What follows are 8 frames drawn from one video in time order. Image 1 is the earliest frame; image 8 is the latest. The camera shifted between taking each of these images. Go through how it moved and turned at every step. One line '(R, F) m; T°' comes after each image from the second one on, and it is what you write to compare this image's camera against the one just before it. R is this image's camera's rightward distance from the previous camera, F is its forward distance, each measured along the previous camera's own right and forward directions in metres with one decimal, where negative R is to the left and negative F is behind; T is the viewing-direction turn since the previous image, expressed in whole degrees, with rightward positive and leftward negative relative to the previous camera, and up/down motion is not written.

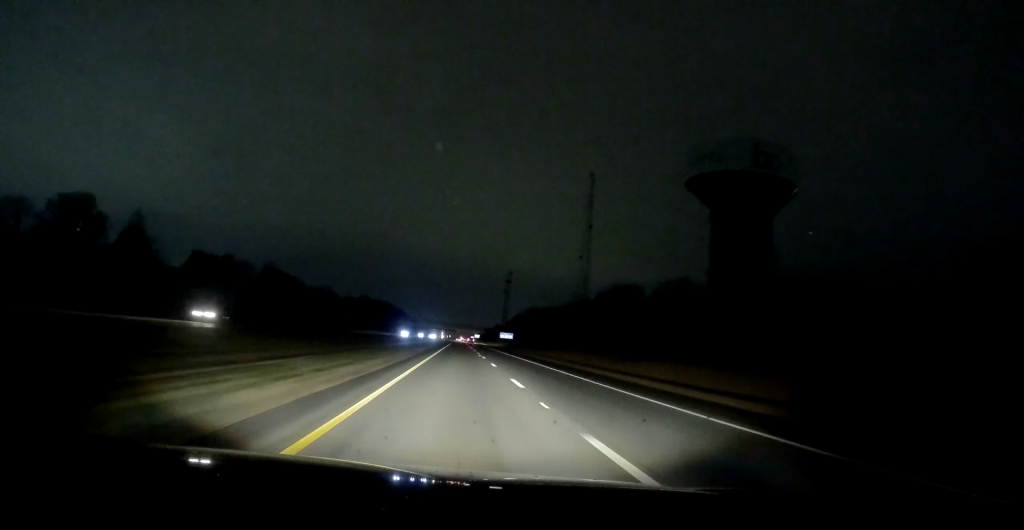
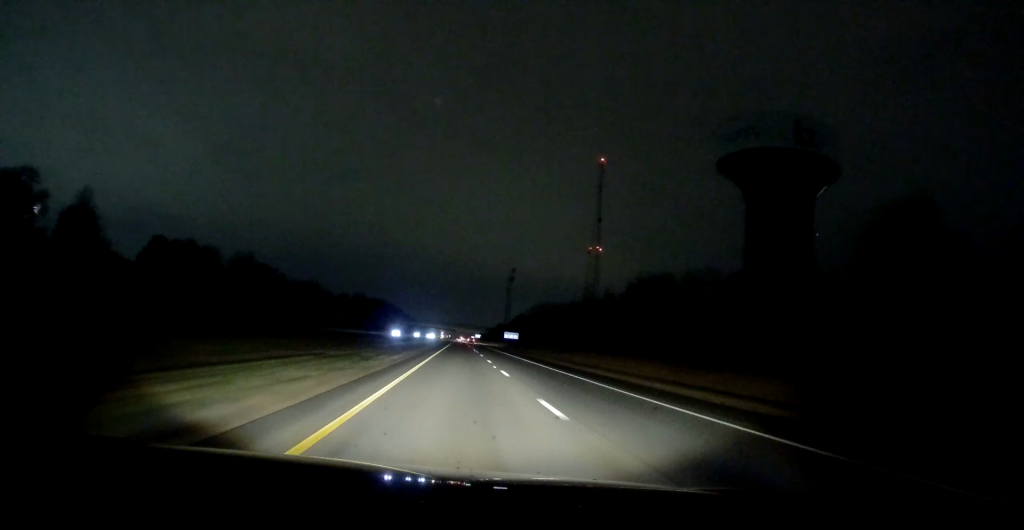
(0.0, +18.9) m; 0°
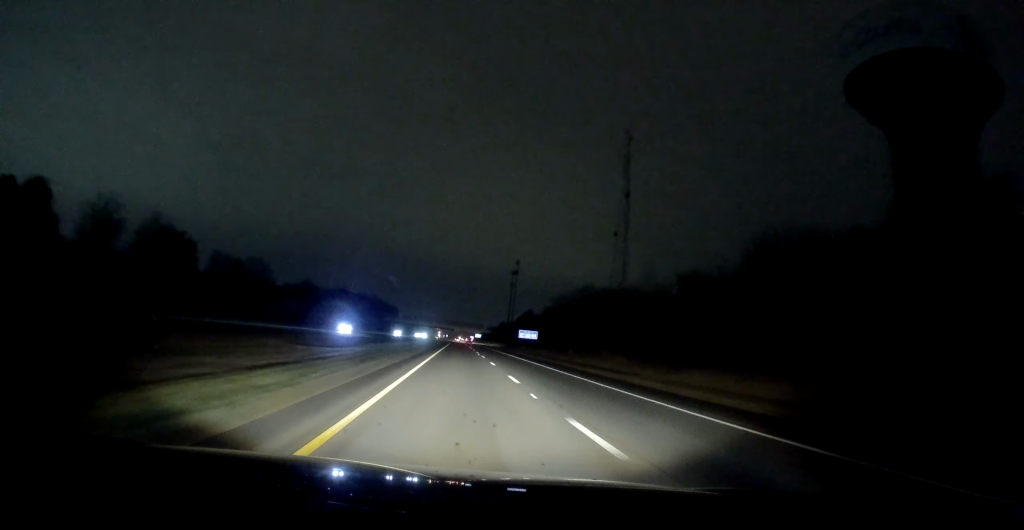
(0.0, +51.3) m; 0°
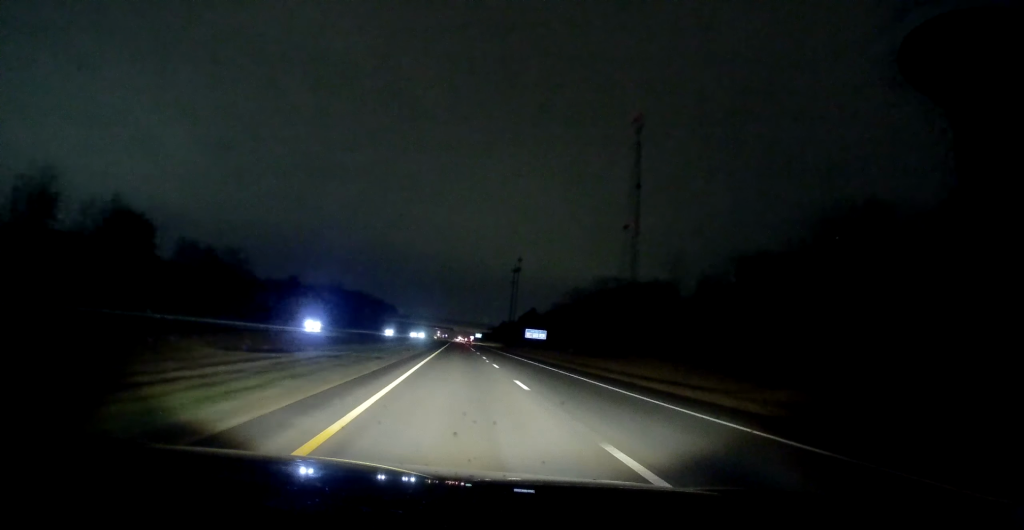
(0.0, +14.6) m; 0°
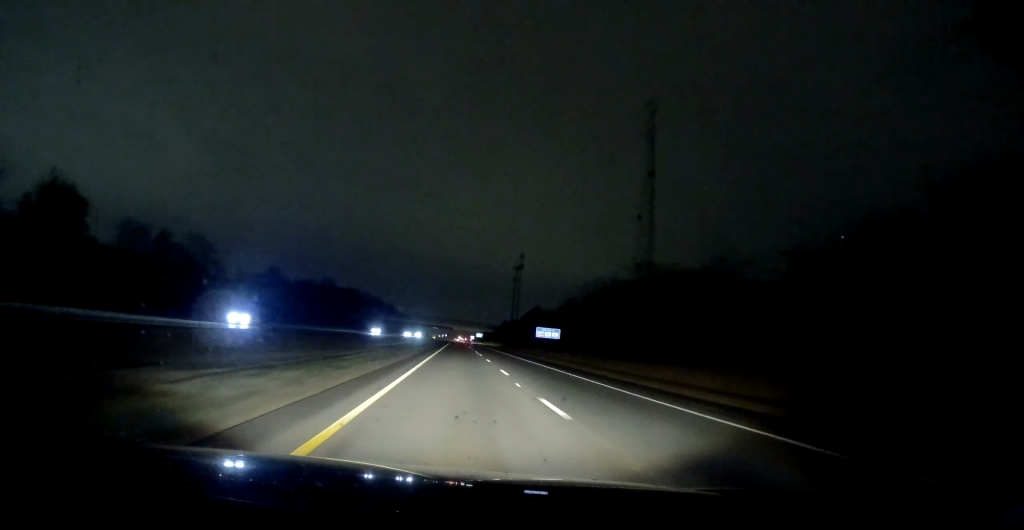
(+0.1, +17.8) m; -1°
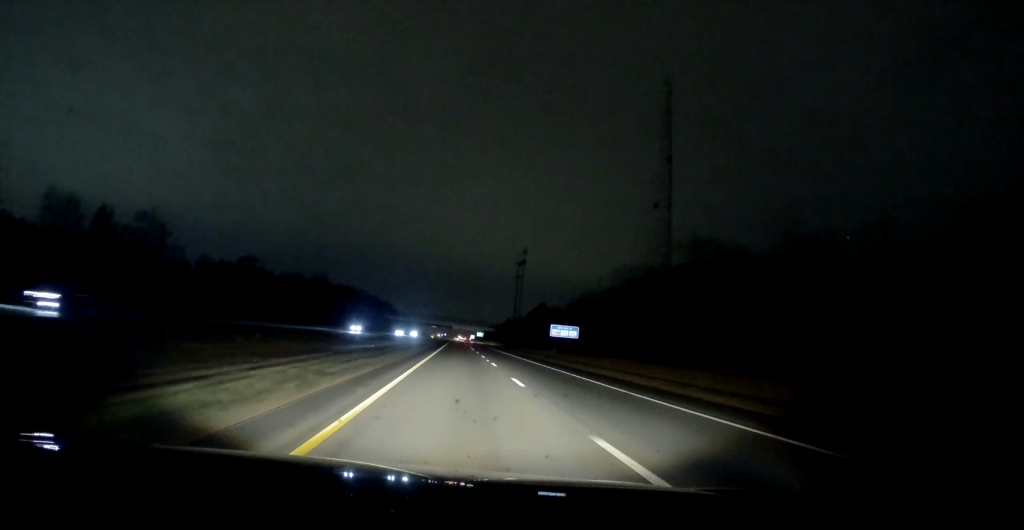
(-0.3, +17.8) m; 0°
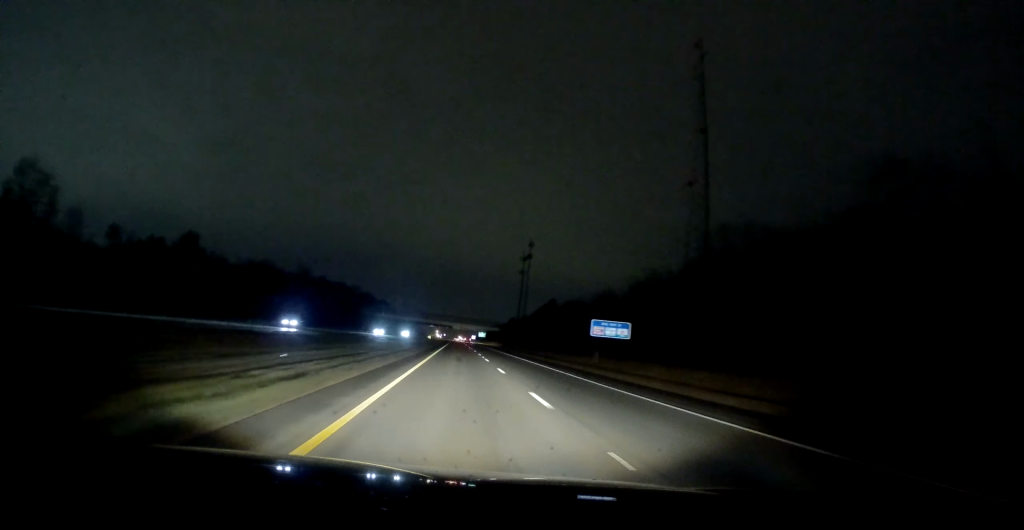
(+0.1, +30.2) m; 0°
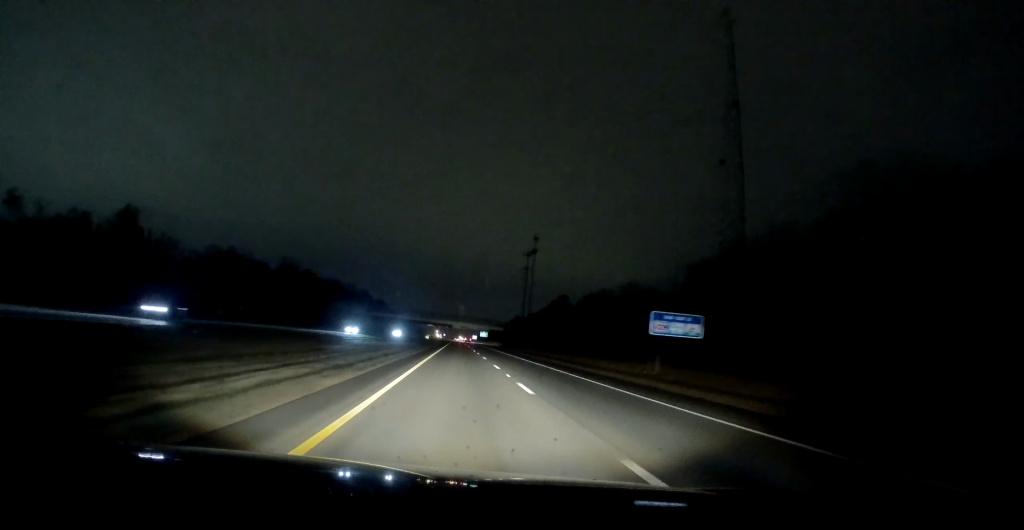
(+0.2, +20.8) m; 0°
